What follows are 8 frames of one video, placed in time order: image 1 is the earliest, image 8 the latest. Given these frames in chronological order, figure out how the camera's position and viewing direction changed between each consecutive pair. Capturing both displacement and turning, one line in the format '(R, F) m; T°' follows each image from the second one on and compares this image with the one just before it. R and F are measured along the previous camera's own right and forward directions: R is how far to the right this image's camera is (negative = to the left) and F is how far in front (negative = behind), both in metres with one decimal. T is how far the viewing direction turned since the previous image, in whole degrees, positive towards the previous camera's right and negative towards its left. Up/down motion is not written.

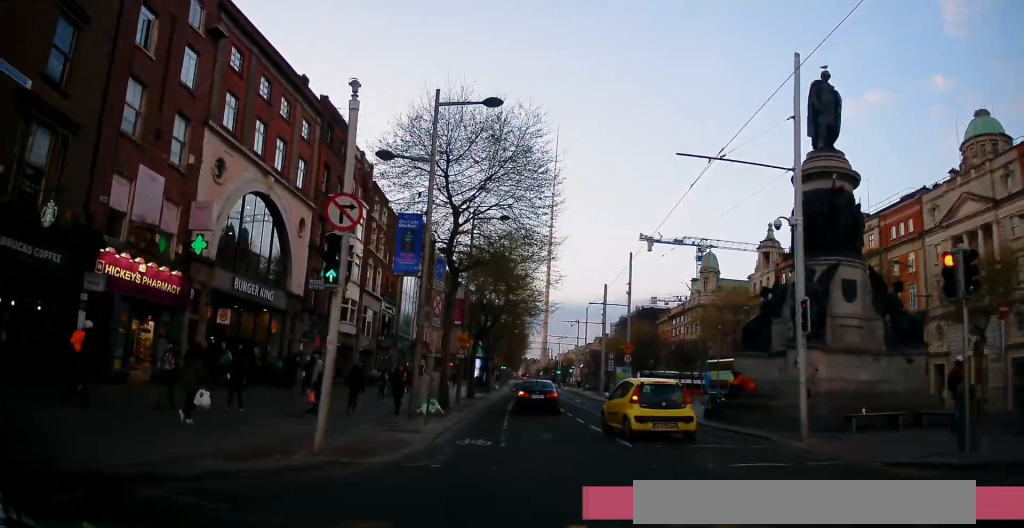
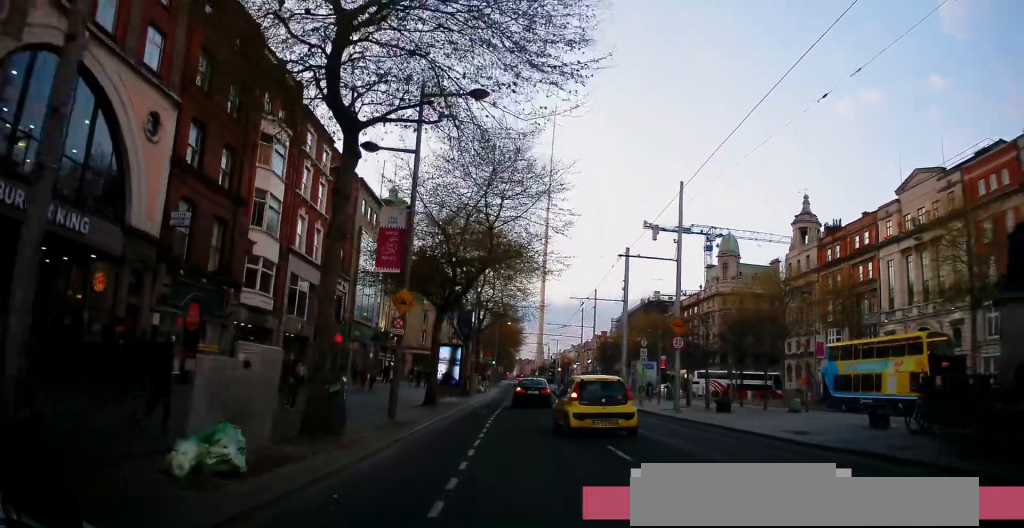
(+0.1, +14.6) m; +3°
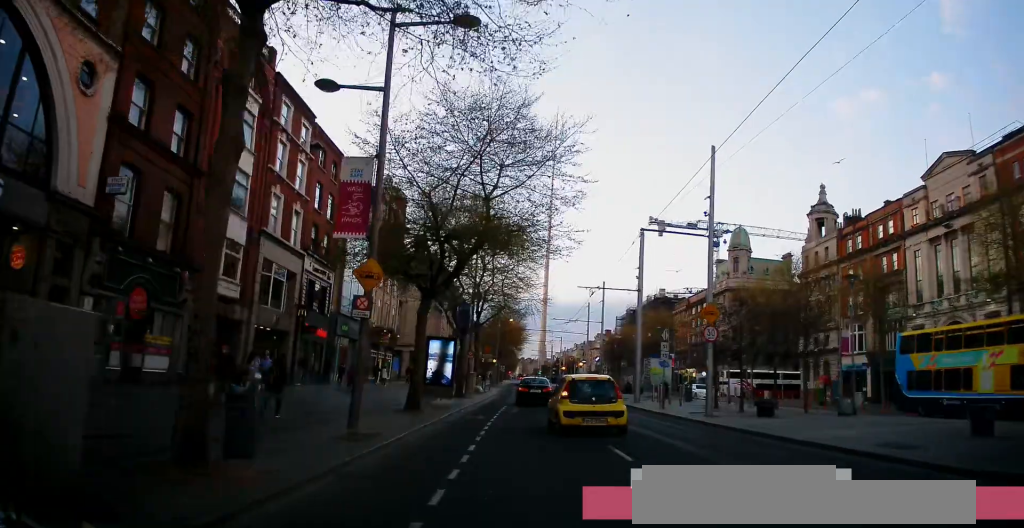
(+0.2, +4.1) m; 0°
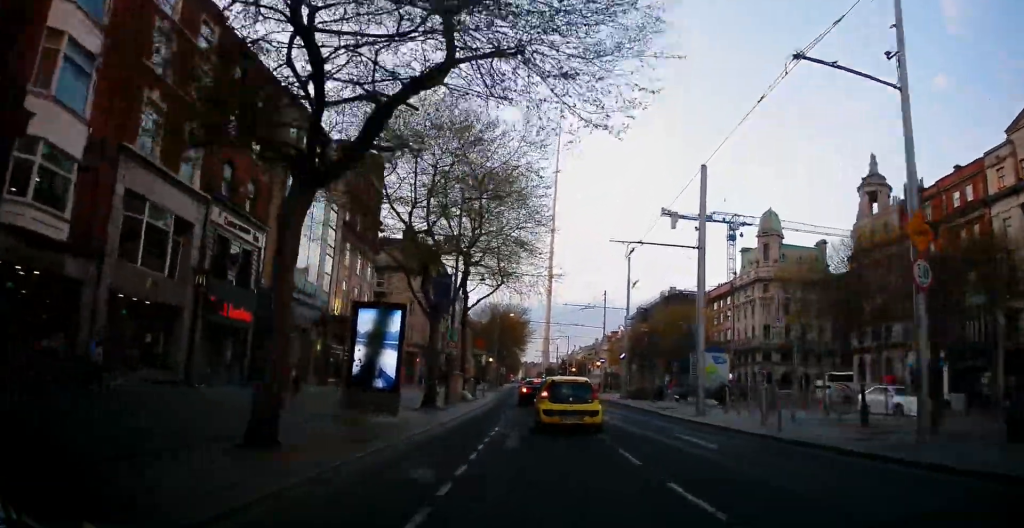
(-0.2, +12.4) m; -1°
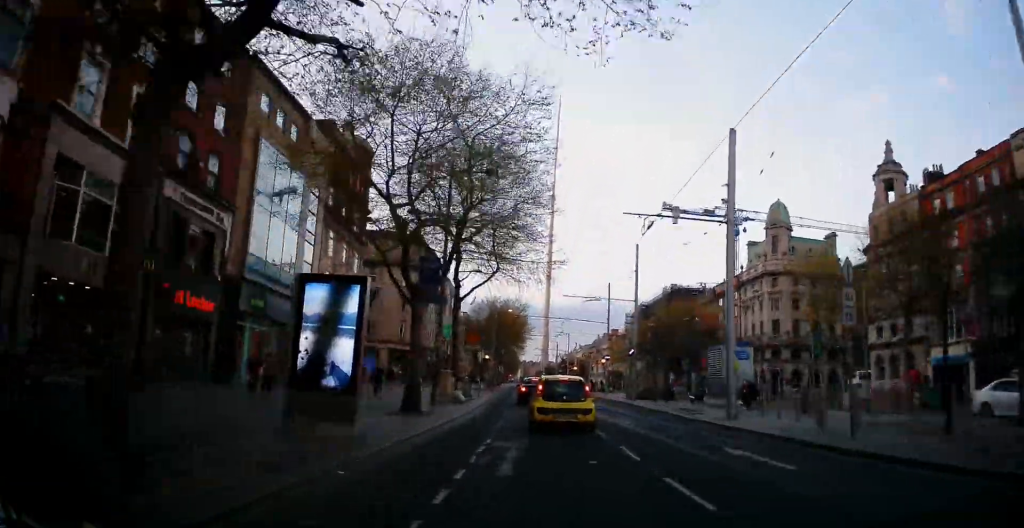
(+0.1, +3.6) m; 0°
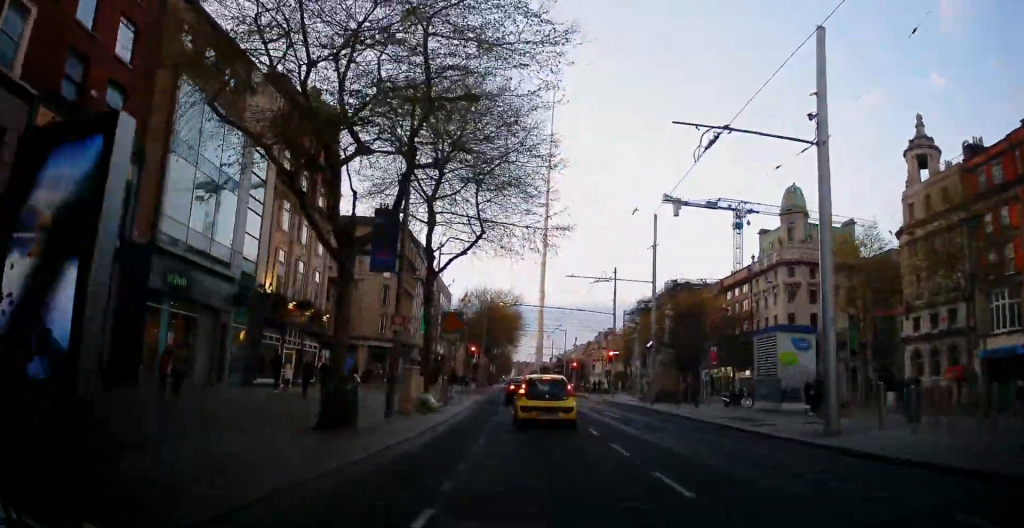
(-0.1, +7.7) m; -3°
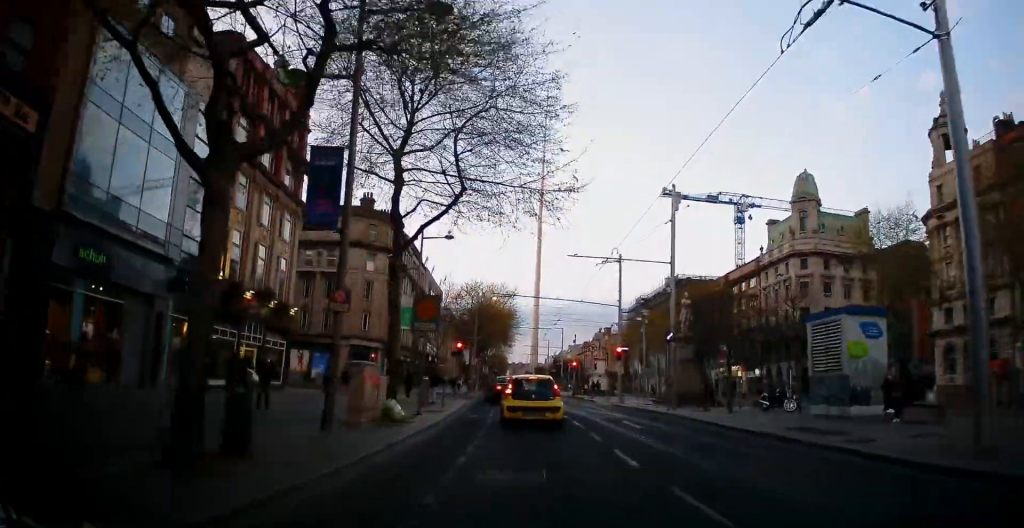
(-0.1, +5.3) m; -2°
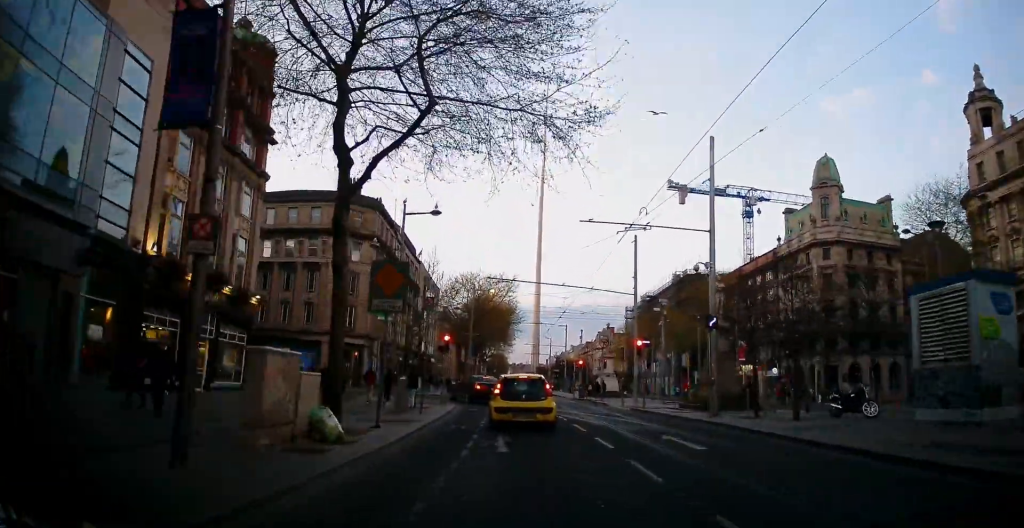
(-0.3, +6.0) m; +1°
